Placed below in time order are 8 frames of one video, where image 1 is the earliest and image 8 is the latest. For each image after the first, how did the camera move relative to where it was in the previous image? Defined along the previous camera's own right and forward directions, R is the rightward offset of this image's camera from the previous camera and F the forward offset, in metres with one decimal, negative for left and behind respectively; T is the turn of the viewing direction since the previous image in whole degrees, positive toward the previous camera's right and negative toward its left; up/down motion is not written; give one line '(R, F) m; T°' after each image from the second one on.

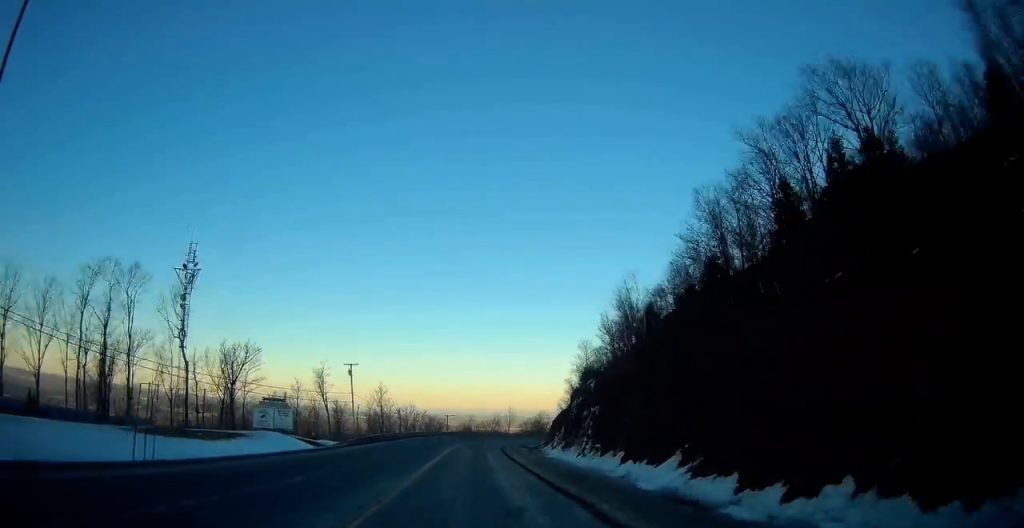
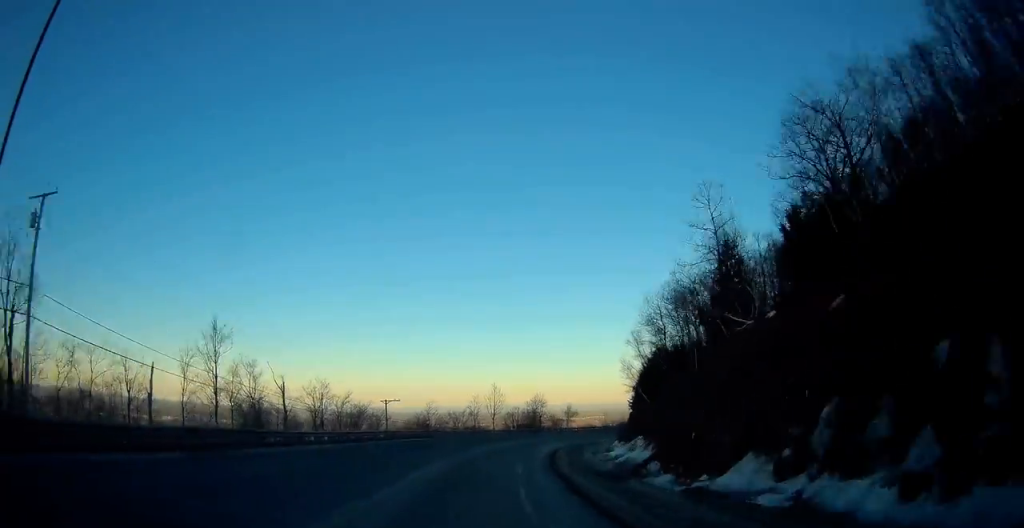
(+1.8, +68.4) m; +6°
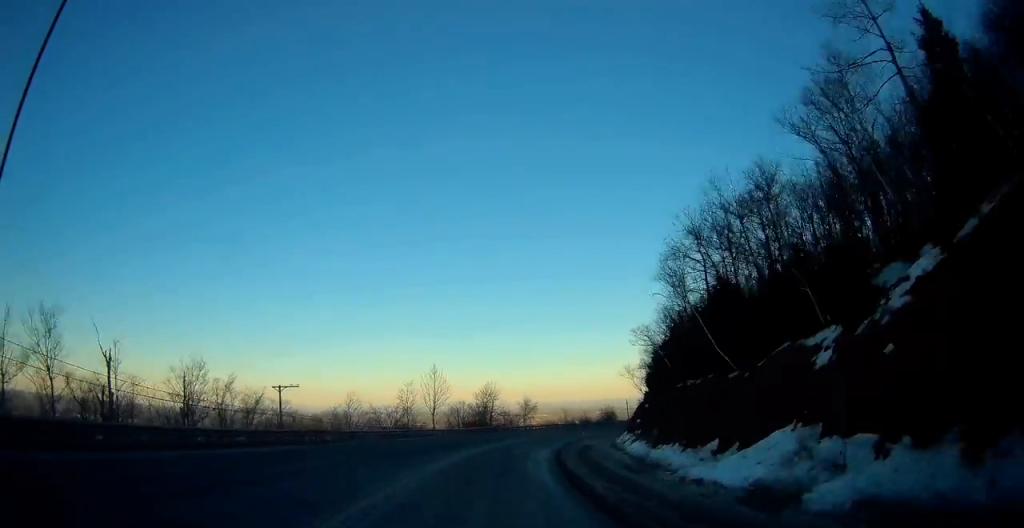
(+0.9, +27.8) m; +5°
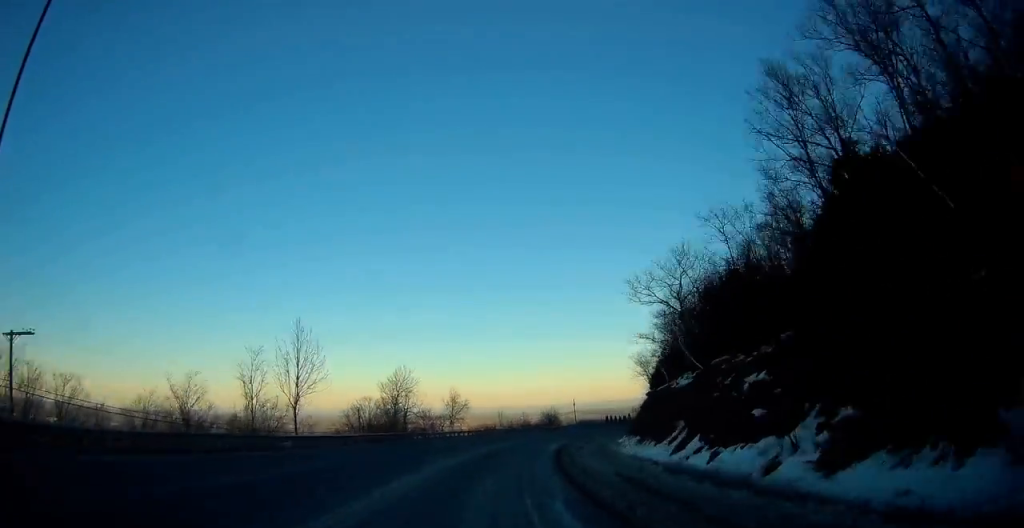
(+2.3, +32.9) m; +7°
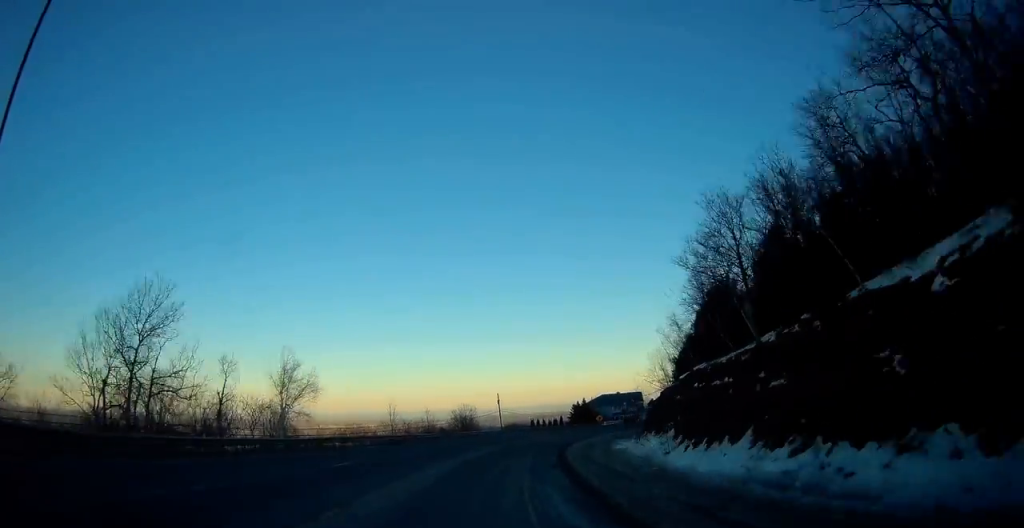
(+3.8, +44.0) m; +10°
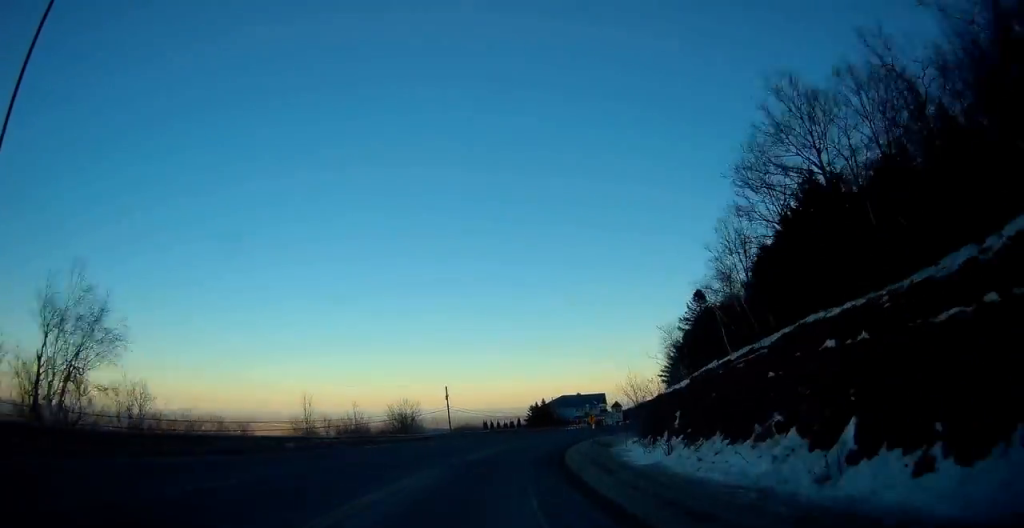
(+0.4, +21.4) m; +5°
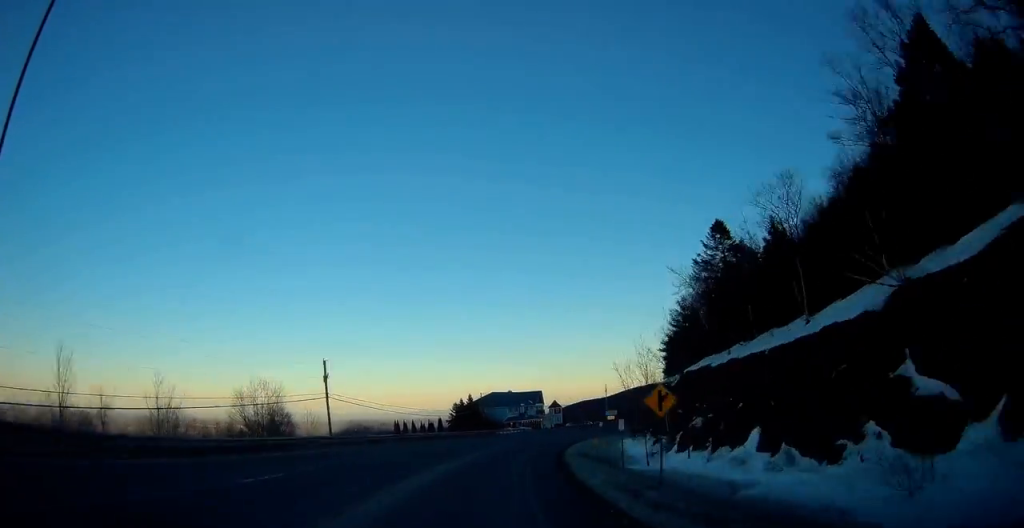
(+2.4, +33.0) m; +8°
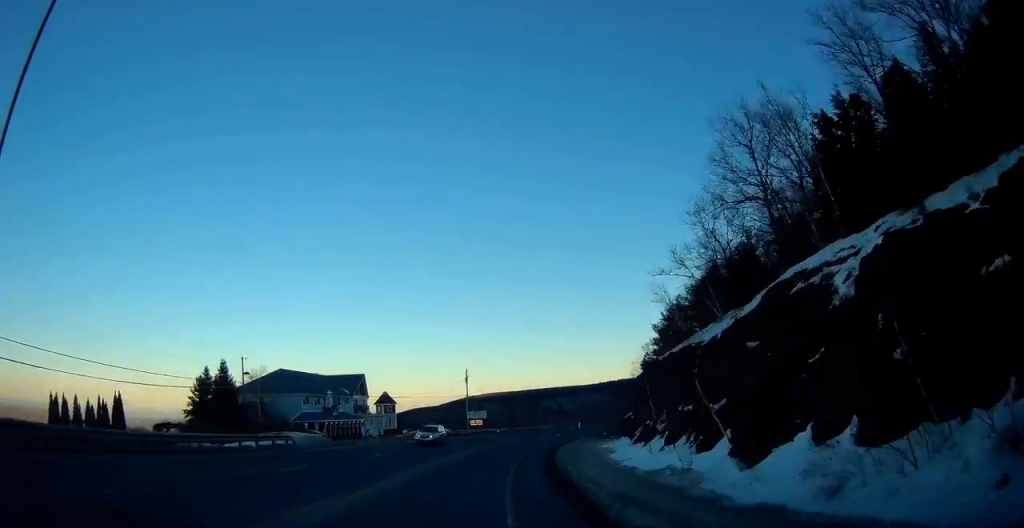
(+9.7, +65.4) m; +16°
